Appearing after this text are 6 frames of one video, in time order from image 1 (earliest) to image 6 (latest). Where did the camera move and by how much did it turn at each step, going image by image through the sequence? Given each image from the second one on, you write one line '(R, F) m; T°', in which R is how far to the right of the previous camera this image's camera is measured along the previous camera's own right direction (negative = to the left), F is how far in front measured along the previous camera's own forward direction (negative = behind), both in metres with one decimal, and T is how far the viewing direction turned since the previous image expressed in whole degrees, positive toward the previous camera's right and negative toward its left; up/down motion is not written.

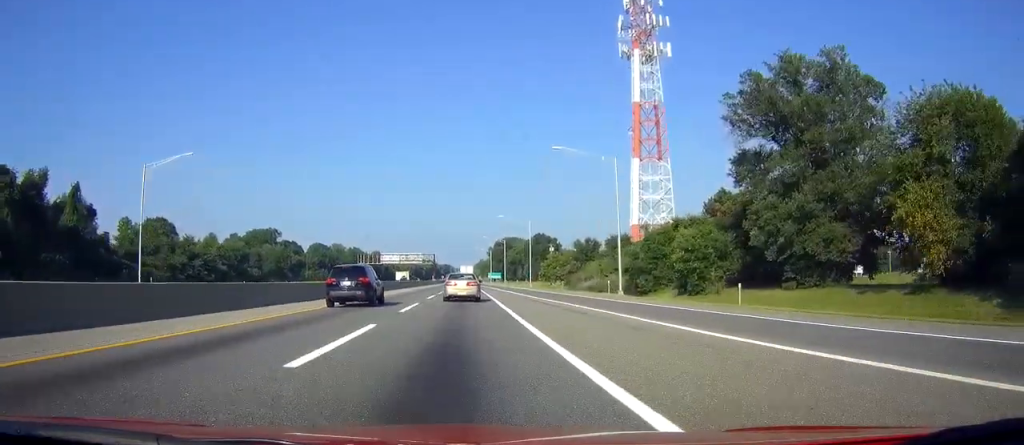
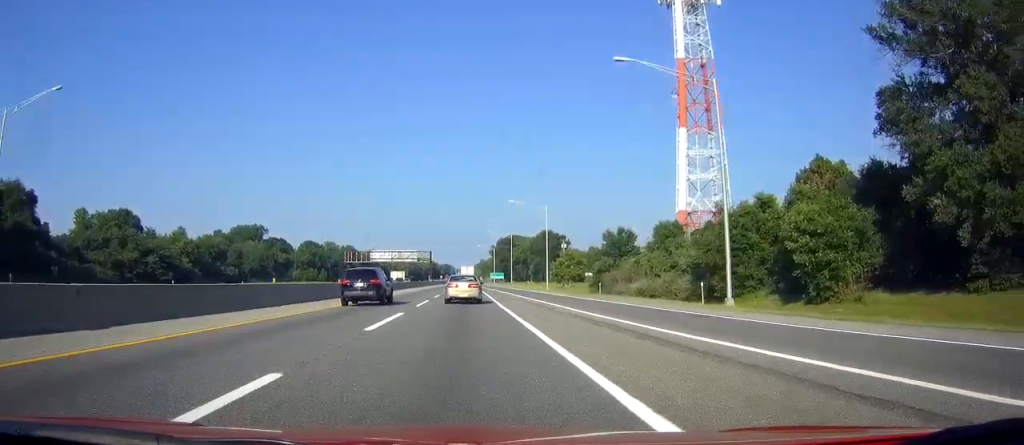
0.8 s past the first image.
(0.0, +23.8) m; 0°
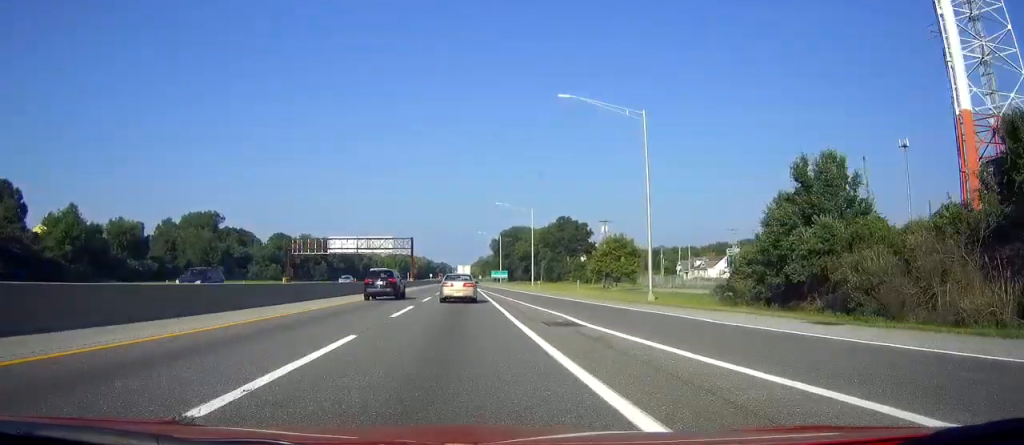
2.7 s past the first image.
(0.0, +54.5) m; 0°
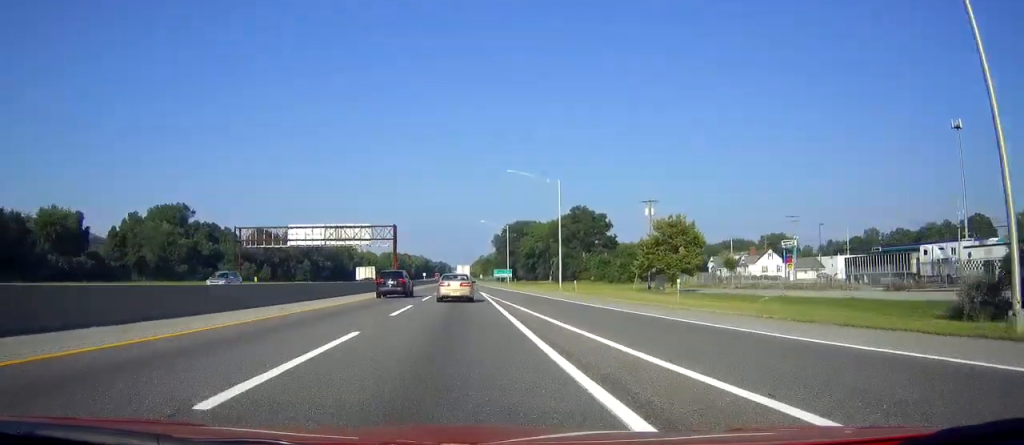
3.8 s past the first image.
(-0.2, +29.7) m; 0°
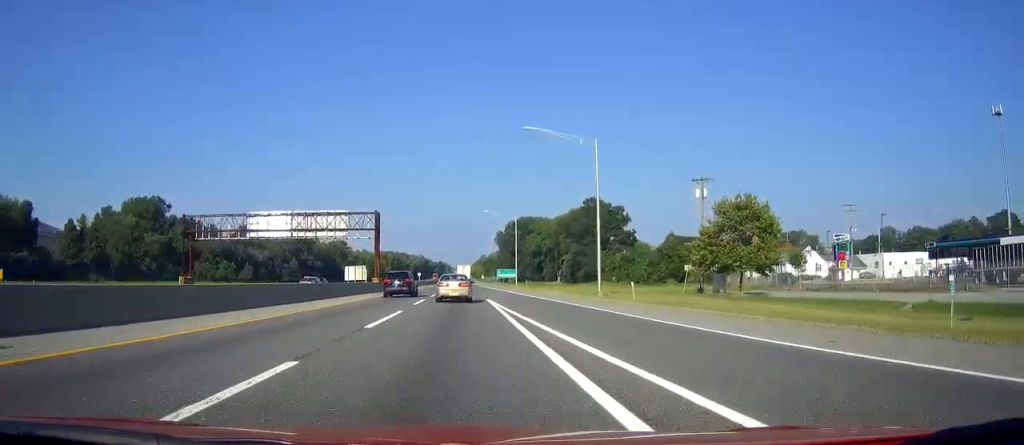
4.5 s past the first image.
(+0.1, +20.2) m; 0°
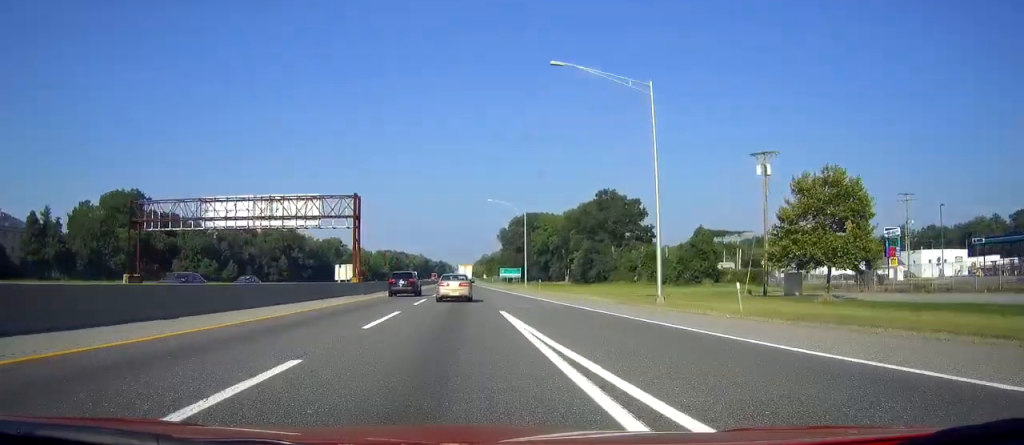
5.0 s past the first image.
(0.0, +15.4) m; 0°
